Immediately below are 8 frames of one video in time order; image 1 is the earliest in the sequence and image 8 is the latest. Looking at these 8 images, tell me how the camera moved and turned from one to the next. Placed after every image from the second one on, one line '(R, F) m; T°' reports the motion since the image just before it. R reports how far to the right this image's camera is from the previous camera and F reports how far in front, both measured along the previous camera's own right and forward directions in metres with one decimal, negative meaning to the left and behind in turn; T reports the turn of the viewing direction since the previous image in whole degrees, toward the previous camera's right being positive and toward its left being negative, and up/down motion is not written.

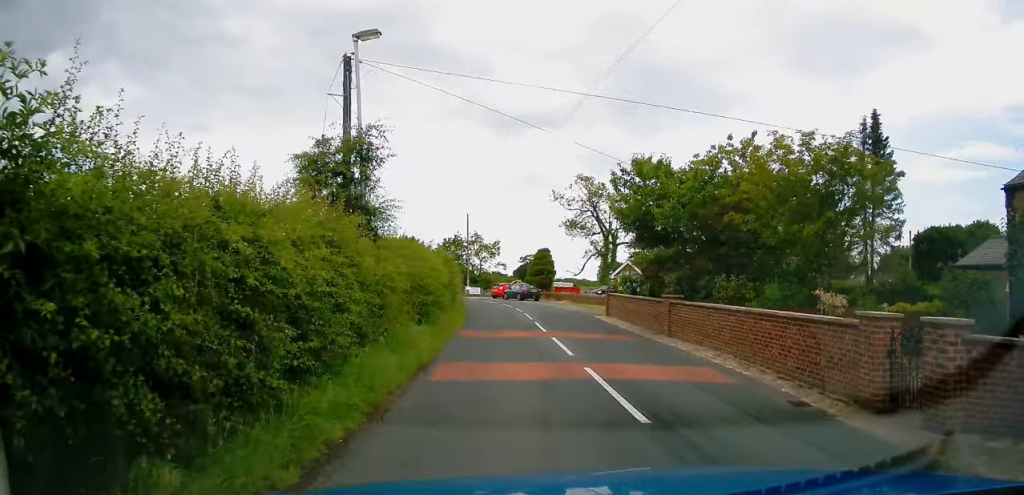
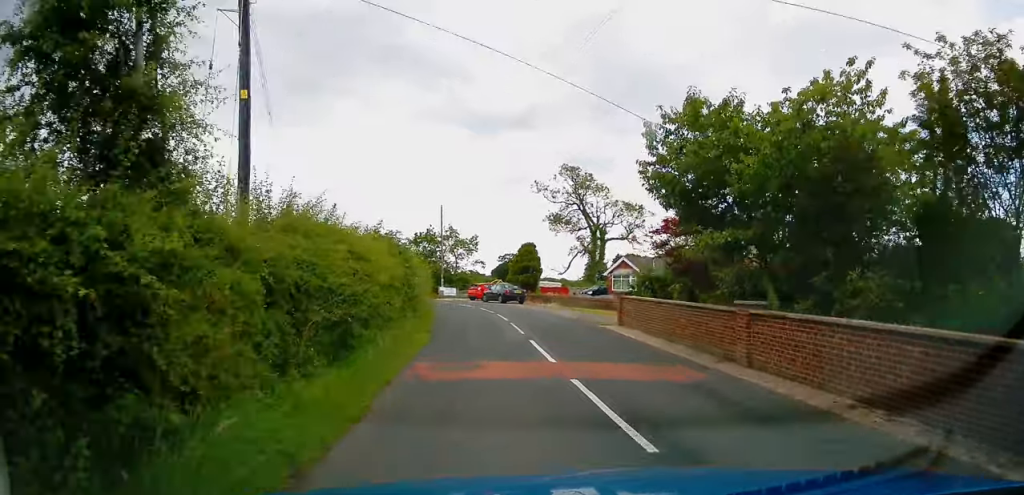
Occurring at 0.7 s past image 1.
(+0.1, +6.9) m; +2°
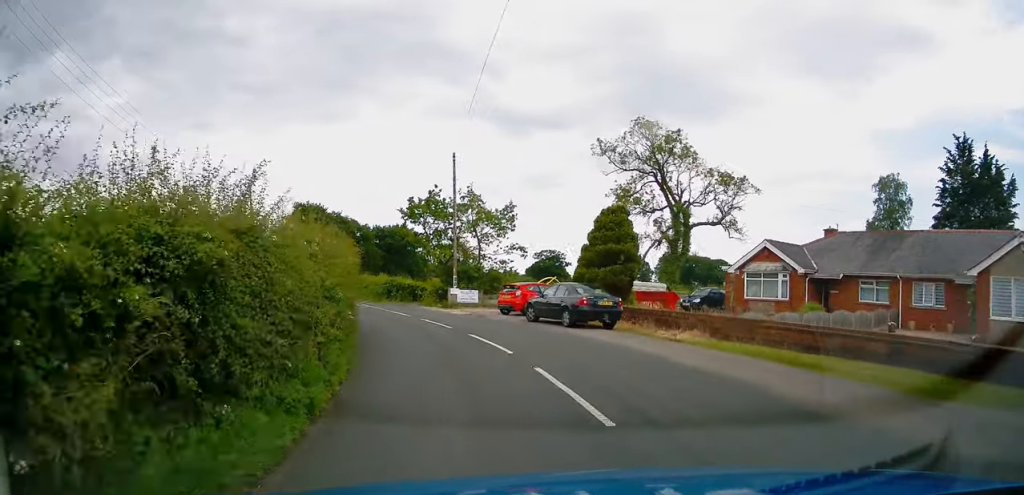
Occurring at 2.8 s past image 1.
(+0.8, +22.0) m; -2°
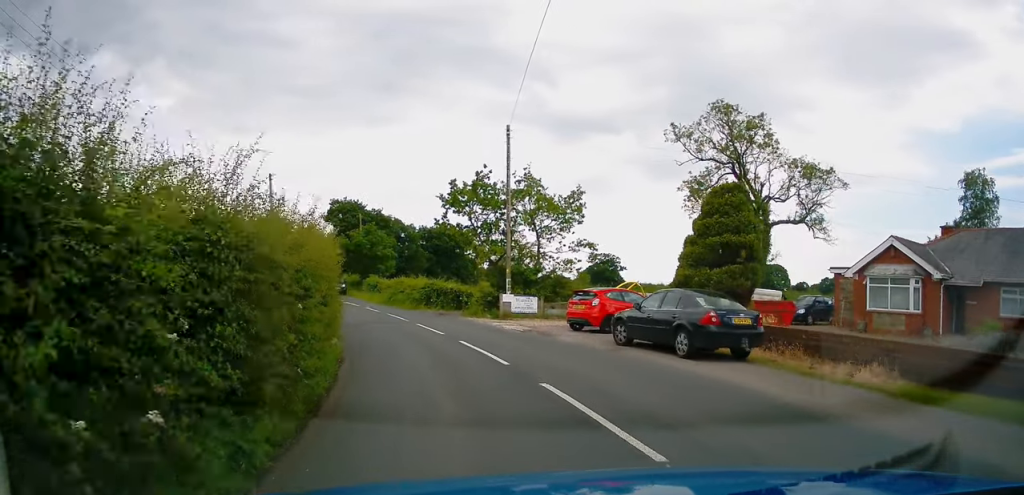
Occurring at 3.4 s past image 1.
(-0.4, +6.8) m; -5°
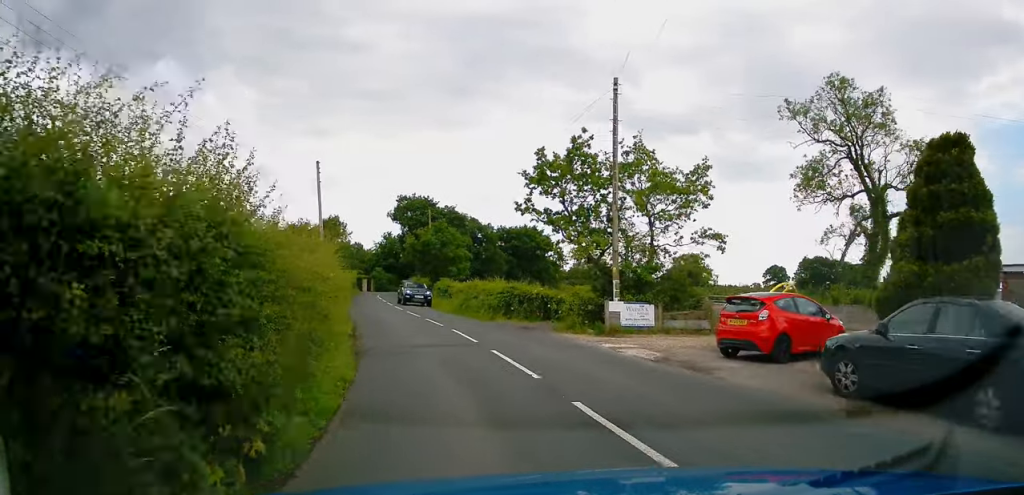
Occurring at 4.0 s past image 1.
(-0.3, +6.9) m; -6°
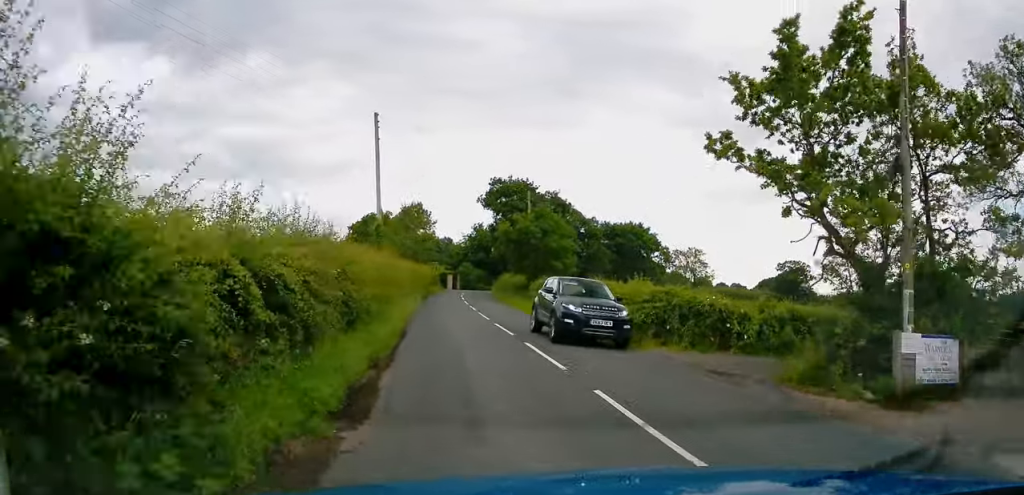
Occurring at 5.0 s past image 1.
(-0.8, +10.6) m; -7°
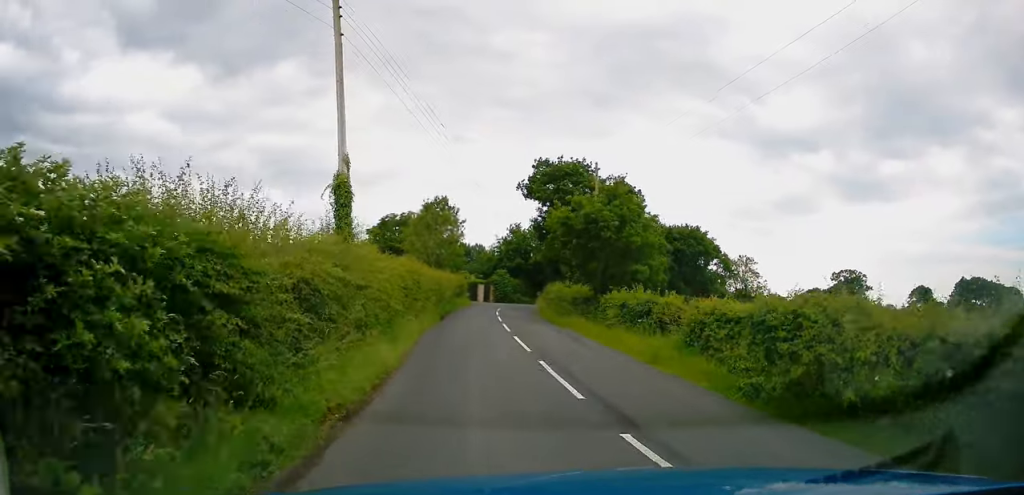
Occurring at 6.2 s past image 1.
(-0.8, +13.5) m; -4°
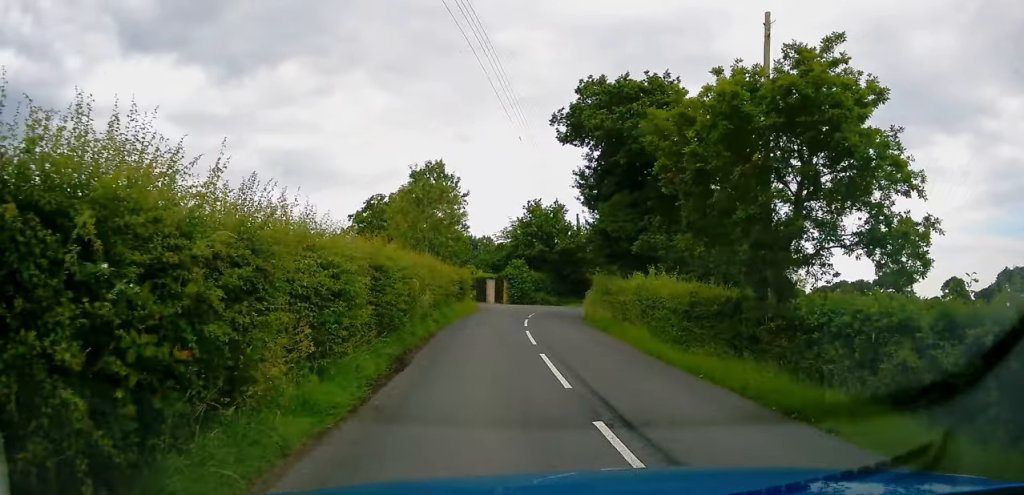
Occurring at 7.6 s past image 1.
(-0.3, +17.3) m; -2°
